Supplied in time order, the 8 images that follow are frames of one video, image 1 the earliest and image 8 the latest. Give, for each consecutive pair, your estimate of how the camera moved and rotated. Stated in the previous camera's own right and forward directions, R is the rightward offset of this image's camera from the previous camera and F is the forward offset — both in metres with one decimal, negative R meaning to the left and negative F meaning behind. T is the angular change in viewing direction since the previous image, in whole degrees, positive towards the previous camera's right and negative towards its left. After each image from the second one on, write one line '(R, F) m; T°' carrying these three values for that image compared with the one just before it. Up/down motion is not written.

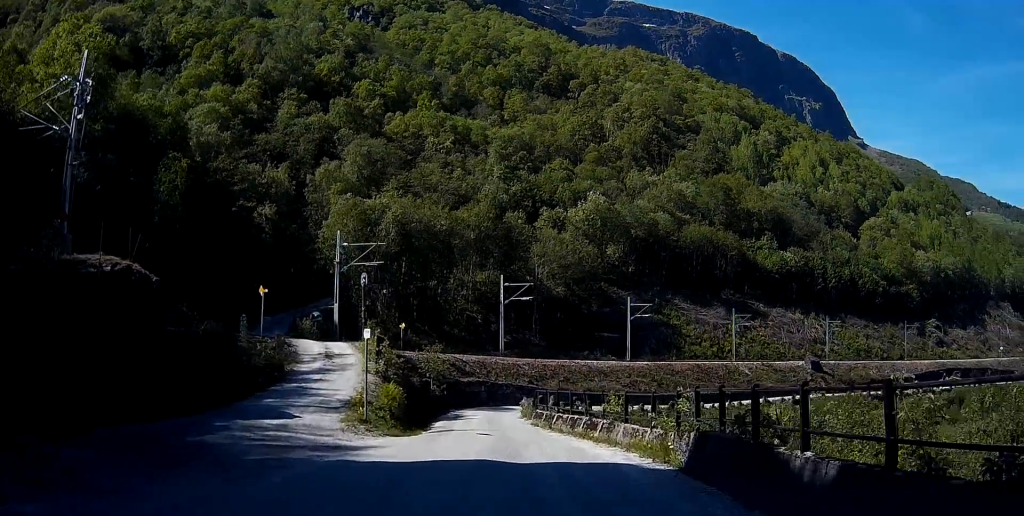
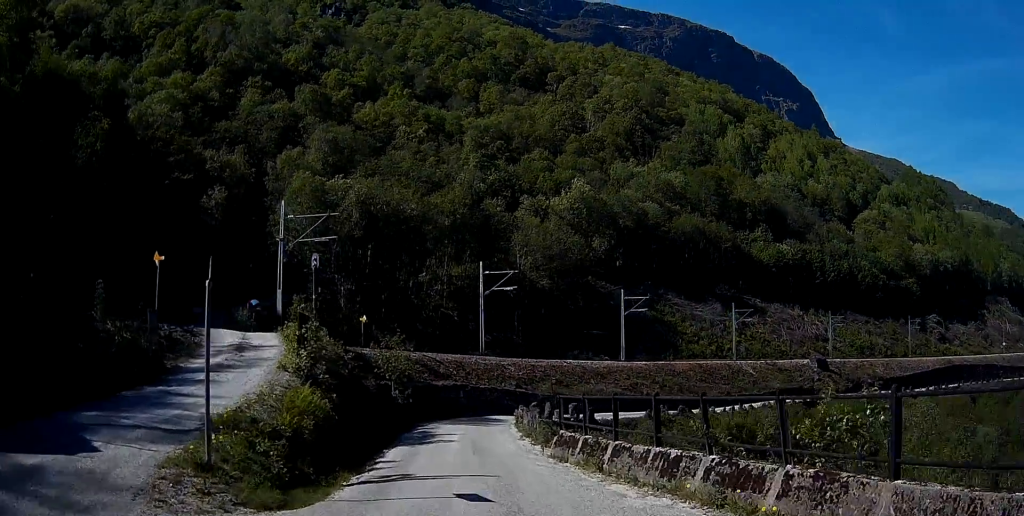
(+0.5, +10.0) m; +3°
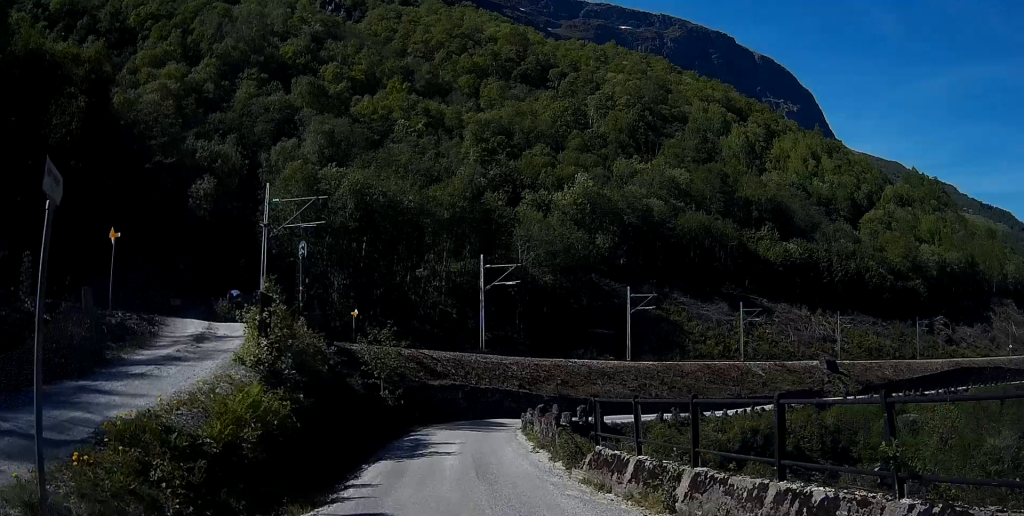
(0.0, +3.6) m; 0°
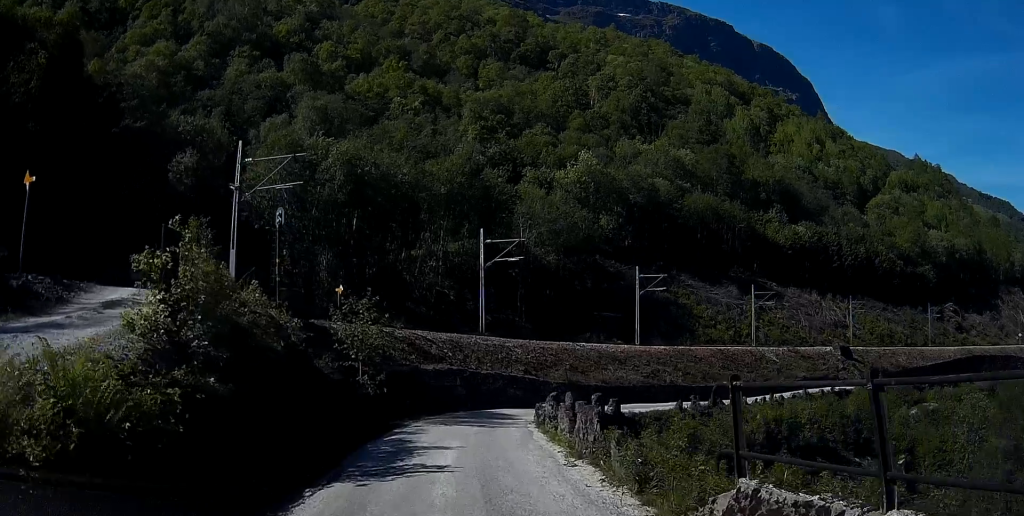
(0.0, +5.1) m; 0°
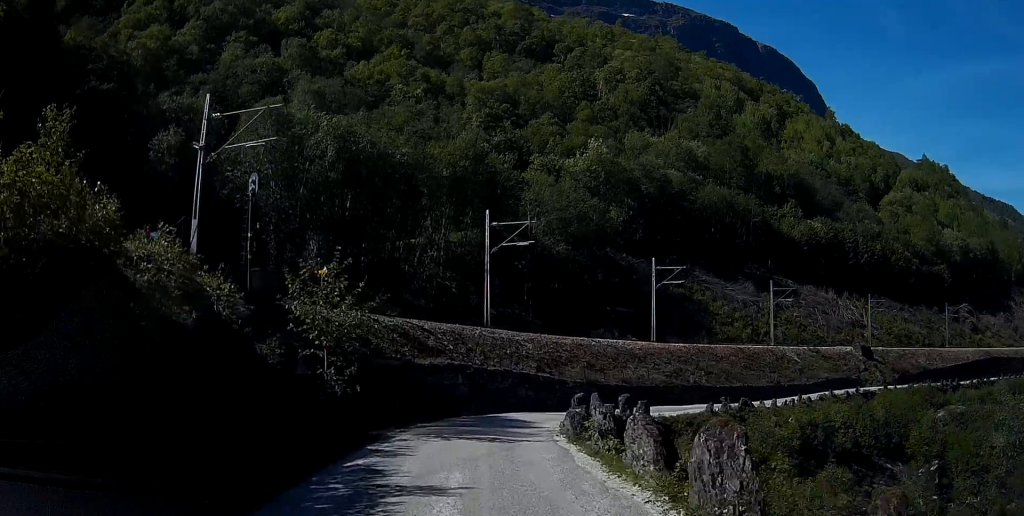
(0.0, +5.8) m; 0°
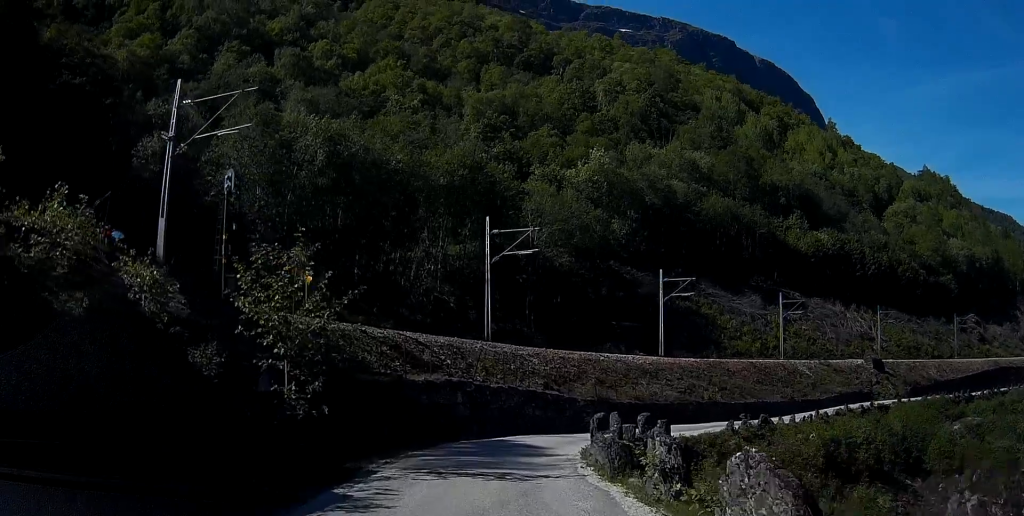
(0.0, +3.5) m; +1°
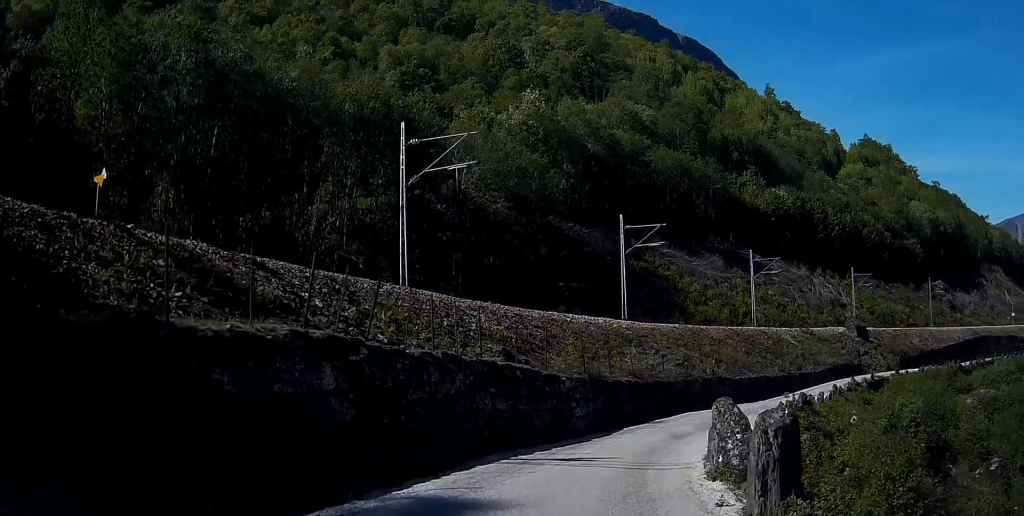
(+0.9, +13.9) m; +12°
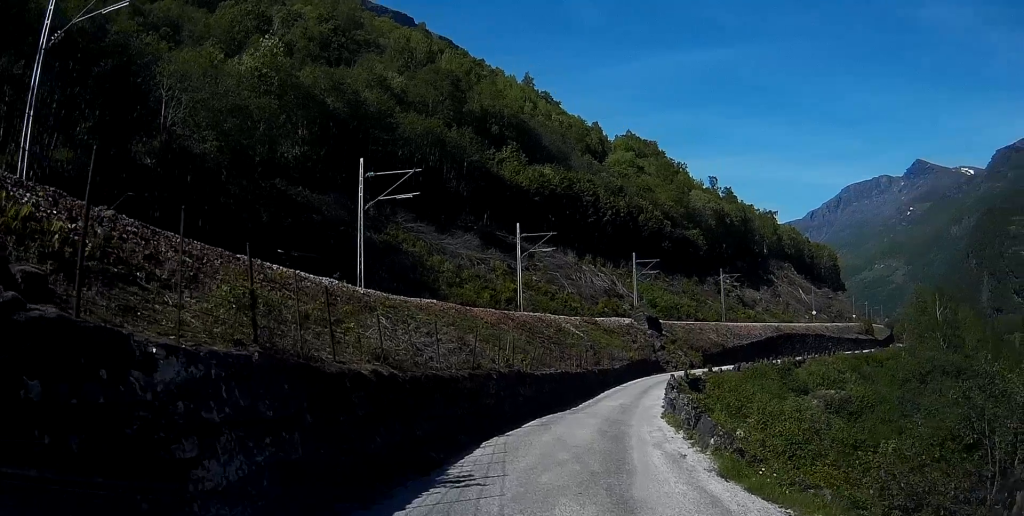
(+1.6, +14.1) m; +14°
